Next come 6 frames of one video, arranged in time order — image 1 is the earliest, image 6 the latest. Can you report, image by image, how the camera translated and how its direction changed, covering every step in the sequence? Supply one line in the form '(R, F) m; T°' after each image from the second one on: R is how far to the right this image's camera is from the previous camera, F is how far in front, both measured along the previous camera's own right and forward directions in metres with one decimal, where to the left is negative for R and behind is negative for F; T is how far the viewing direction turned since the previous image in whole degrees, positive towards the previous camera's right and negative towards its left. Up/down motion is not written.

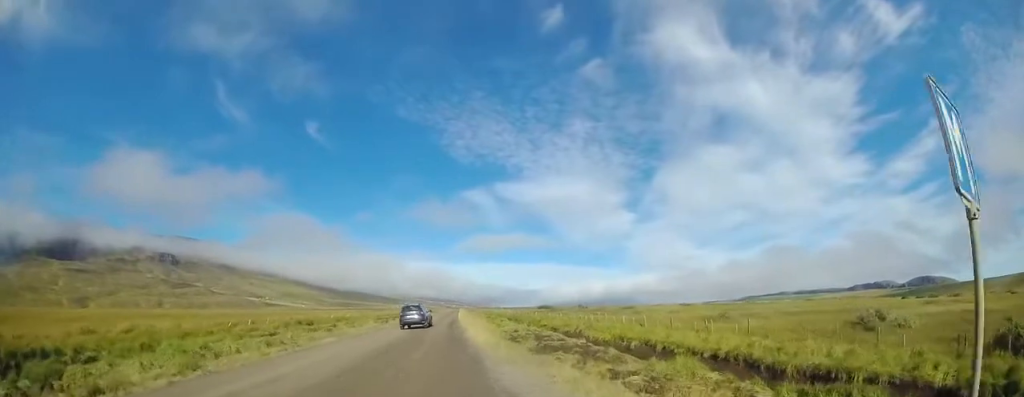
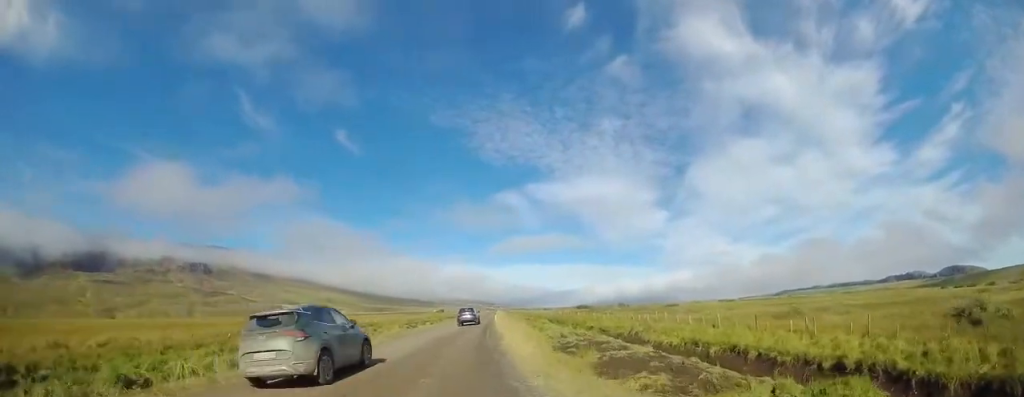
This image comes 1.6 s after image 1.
(-0.3, +5.2) m; -8°
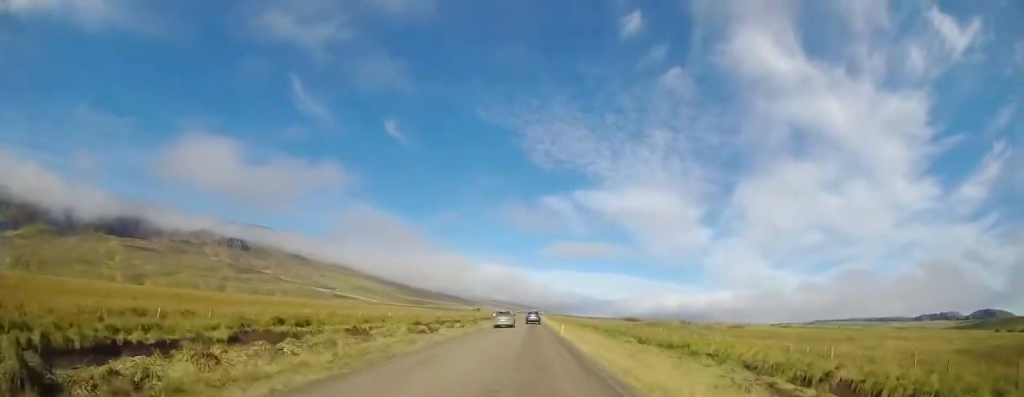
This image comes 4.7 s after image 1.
(-0.2, +15.0) m; +2°
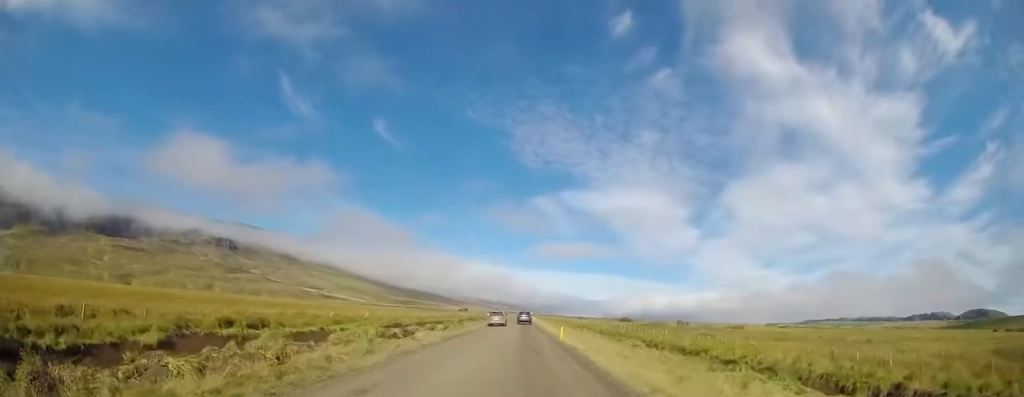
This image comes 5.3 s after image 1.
(0.0, +4.3) m; +1°
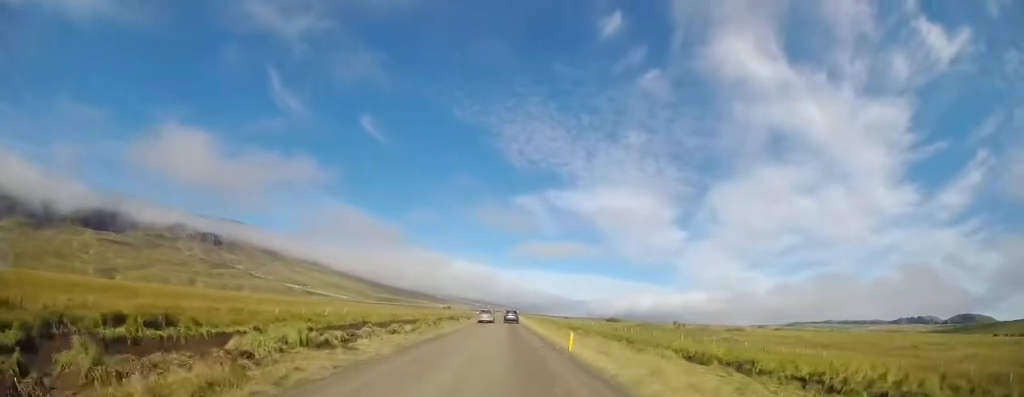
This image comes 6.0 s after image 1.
(0.0, +7.4) m; +3°
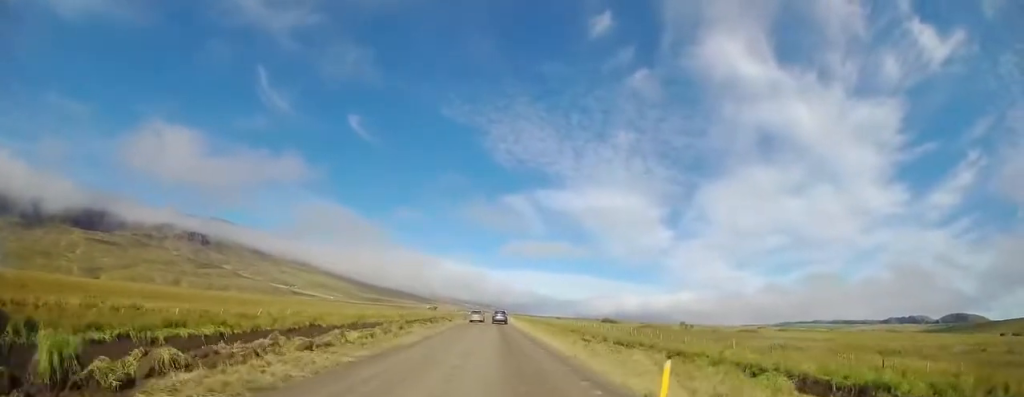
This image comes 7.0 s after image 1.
(+0.4, +10.4) m; +2°
